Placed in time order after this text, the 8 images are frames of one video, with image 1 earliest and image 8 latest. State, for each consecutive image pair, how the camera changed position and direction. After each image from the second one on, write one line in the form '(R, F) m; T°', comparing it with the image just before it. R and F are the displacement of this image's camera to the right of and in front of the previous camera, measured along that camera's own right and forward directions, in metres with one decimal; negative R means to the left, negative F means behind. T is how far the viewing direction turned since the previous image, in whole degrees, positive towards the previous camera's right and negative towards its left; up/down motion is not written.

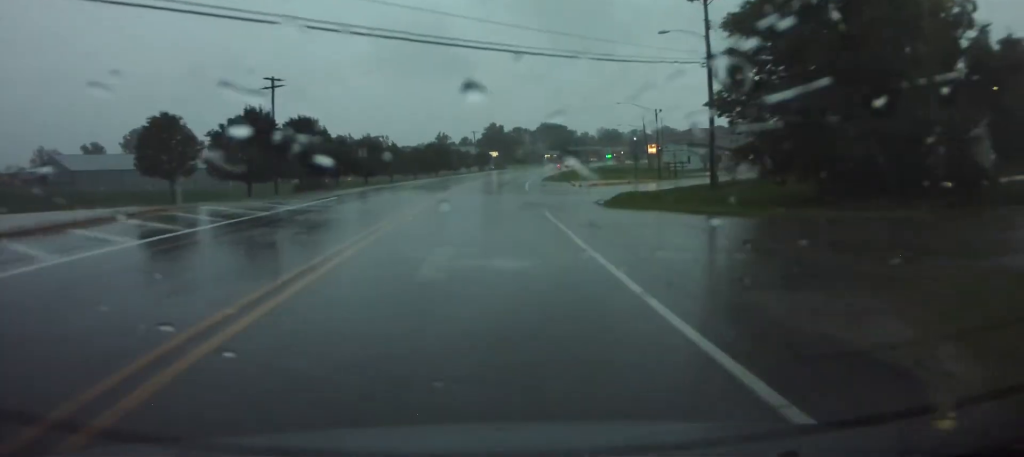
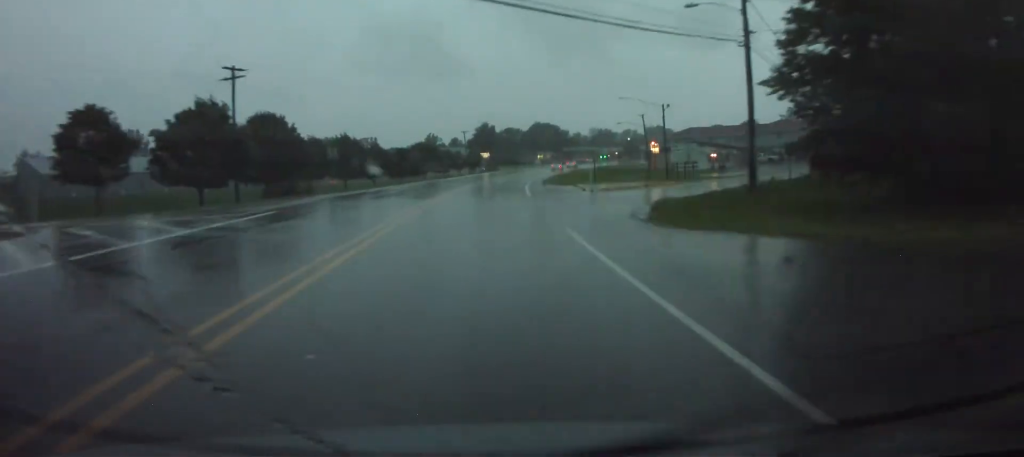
(-0.1, +9.2) m; +1°
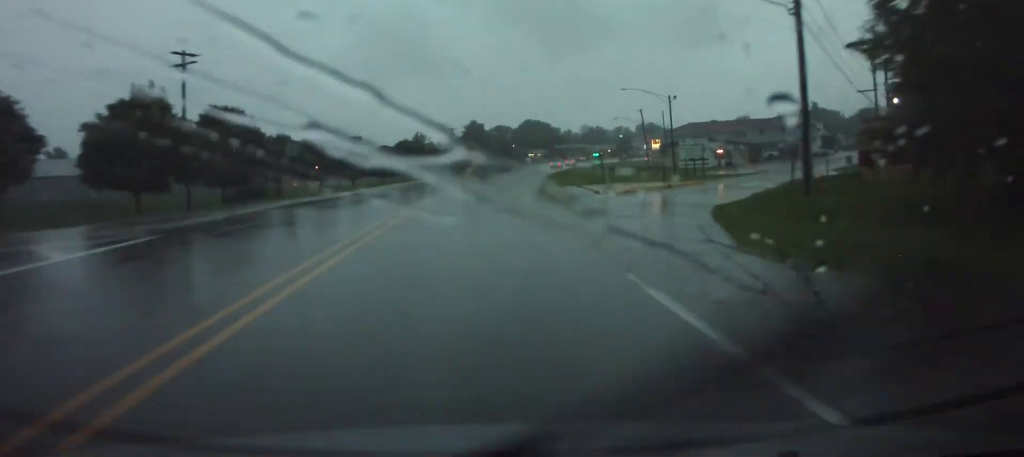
(+0.1, +8.6) m; +1°
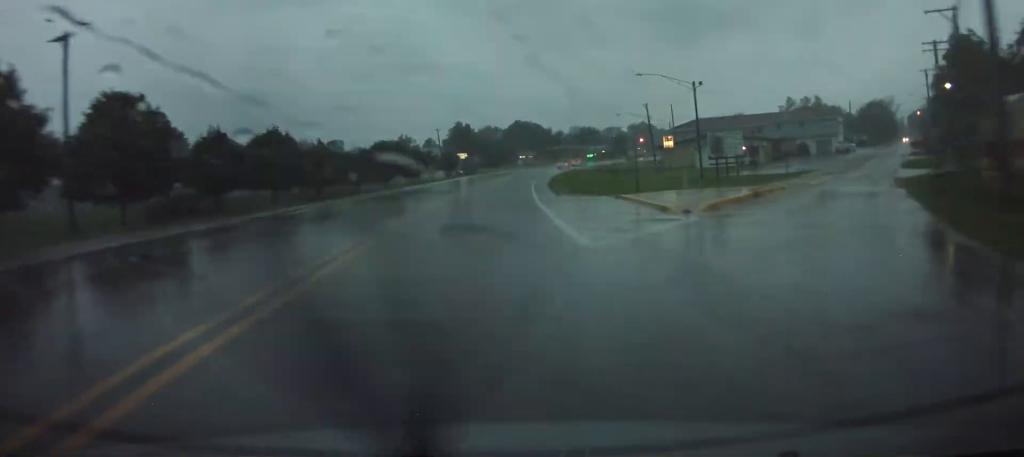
(+0.2, +14.9) m; +1°
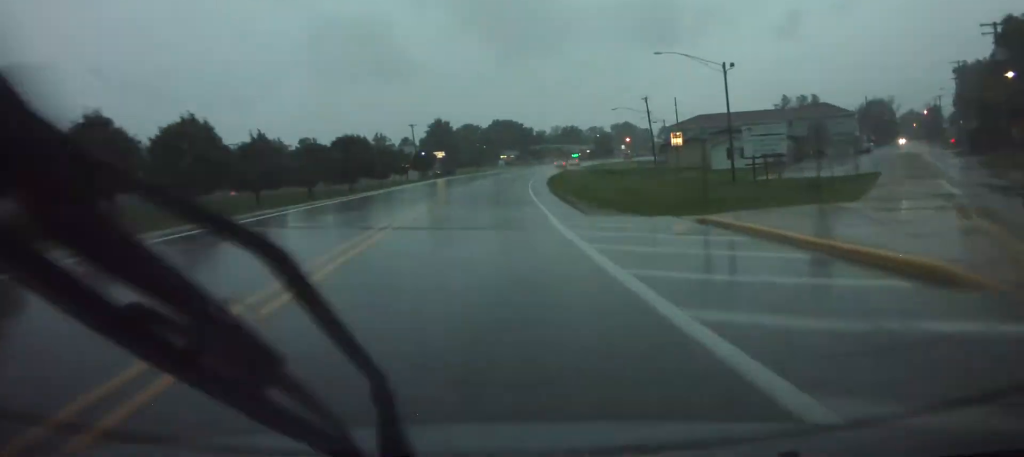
(+0.1, +15.0) m; +1°
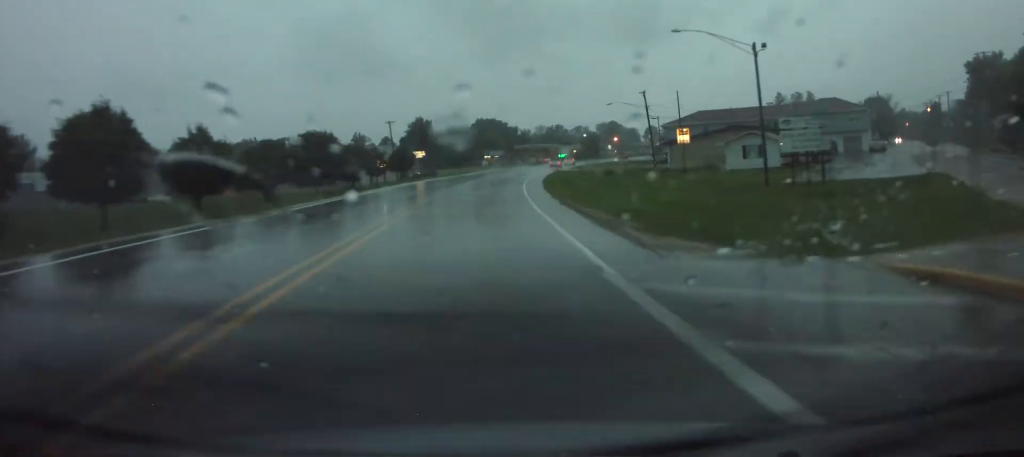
(+0.2, +10.4) m; +1°
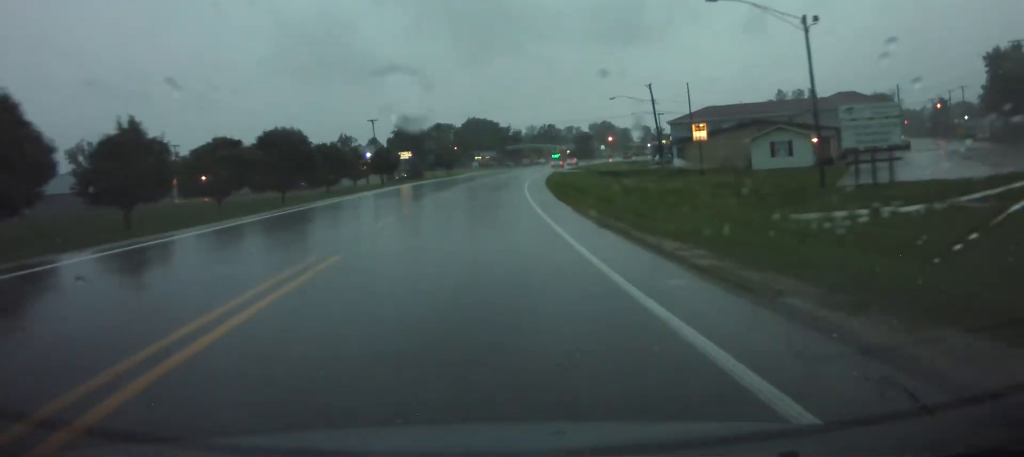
(+0.1, +9.8) m; +1°
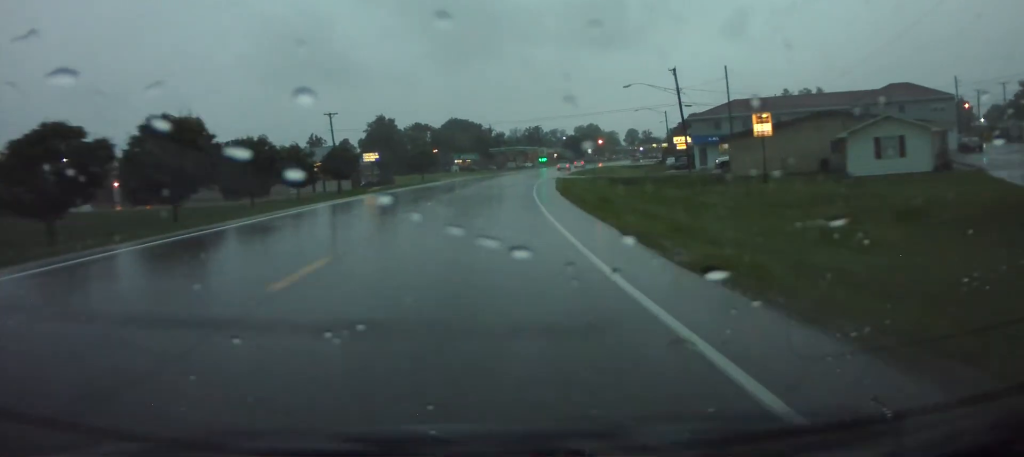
(+0.3, +20.9) m; +2°
